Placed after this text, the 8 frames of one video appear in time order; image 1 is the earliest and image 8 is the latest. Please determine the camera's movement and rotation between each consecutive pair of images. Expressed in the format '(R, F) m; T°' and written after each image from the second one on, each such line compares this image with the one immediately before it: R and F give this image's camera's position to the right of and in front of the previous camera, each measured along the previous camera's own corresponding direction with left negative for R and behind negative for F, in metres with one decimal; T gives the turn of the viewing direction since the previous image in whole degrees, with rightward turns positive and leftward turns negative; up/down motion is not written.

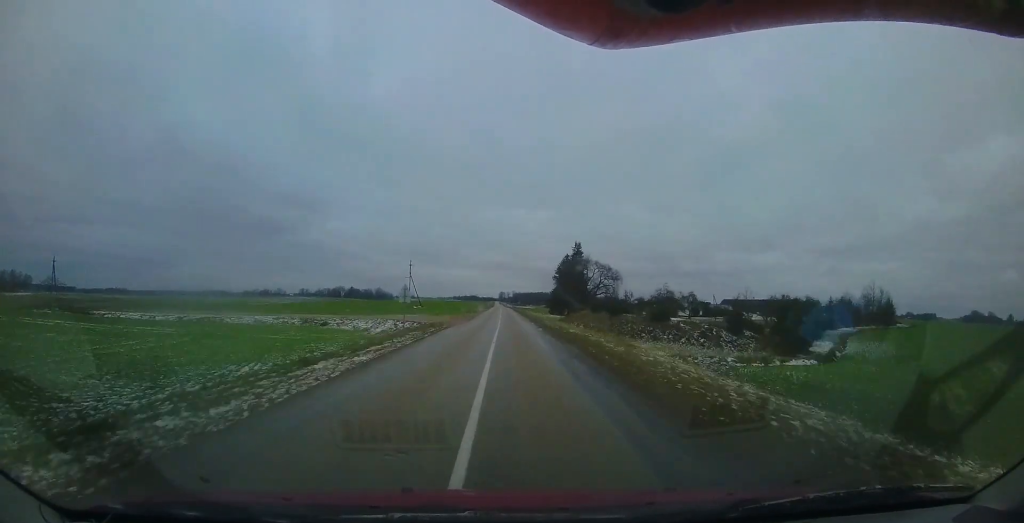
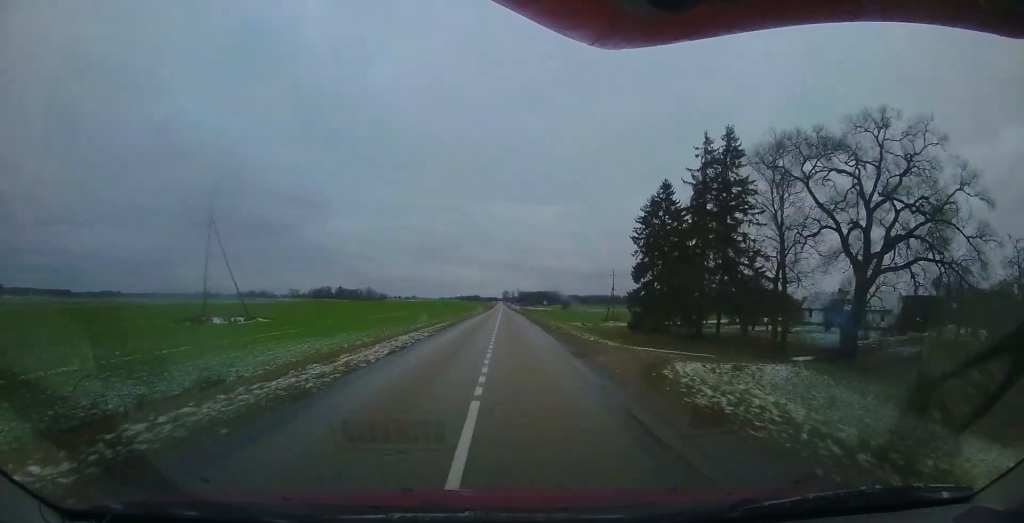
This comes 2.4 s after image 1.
(+0.7, +64.9) m; +1°
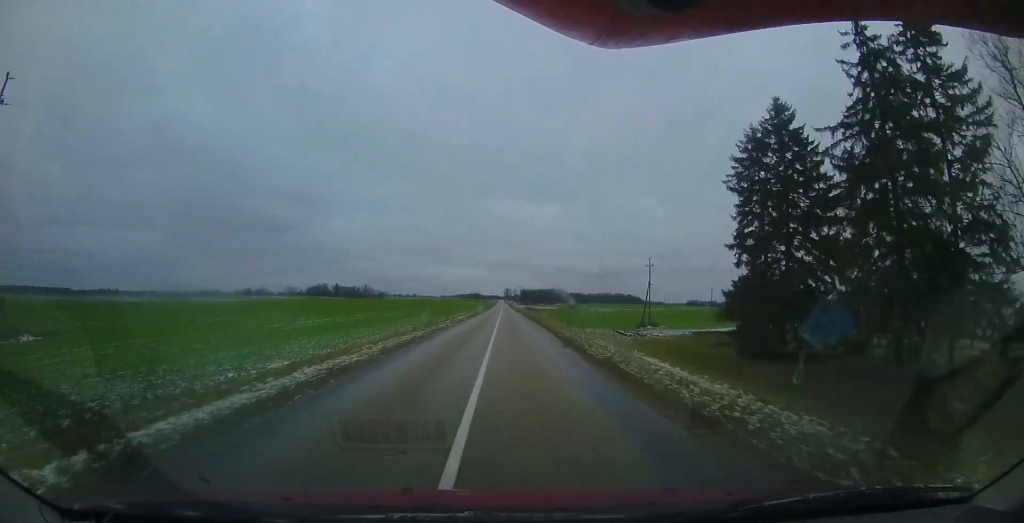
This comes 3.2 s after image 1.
(-0.2, +19.7) m; 0°
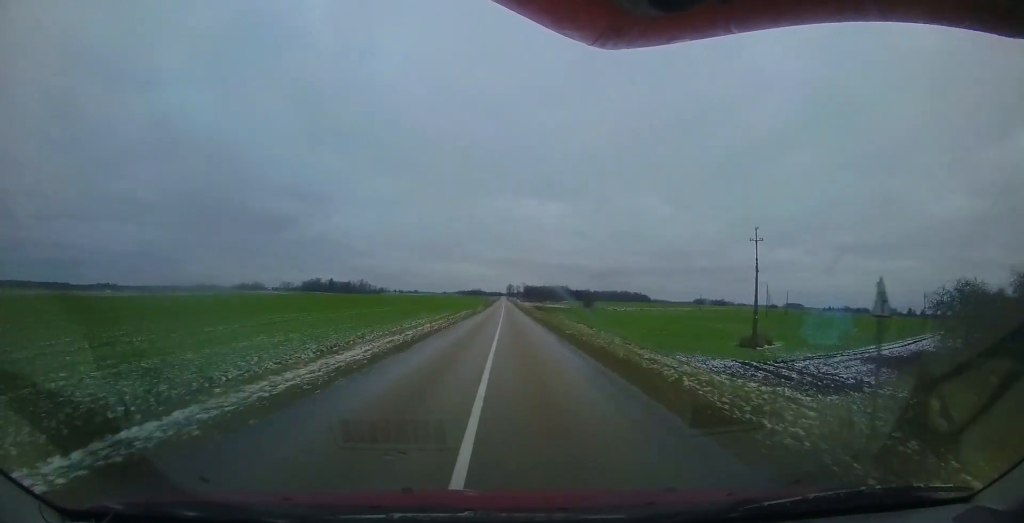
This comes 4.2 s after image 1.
(0.0, +26.8) m; 0°
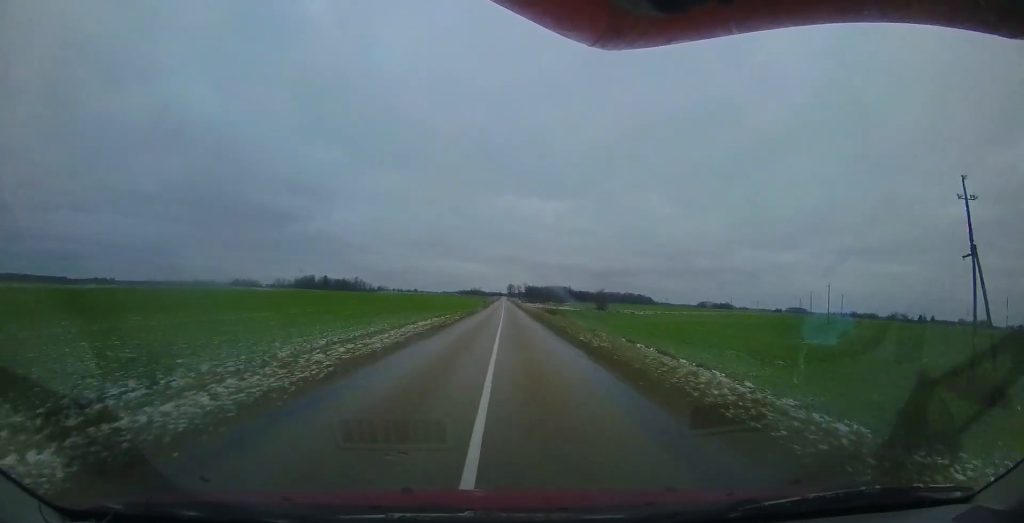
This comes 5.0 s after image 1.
(0.0, +21.5) m; 0°
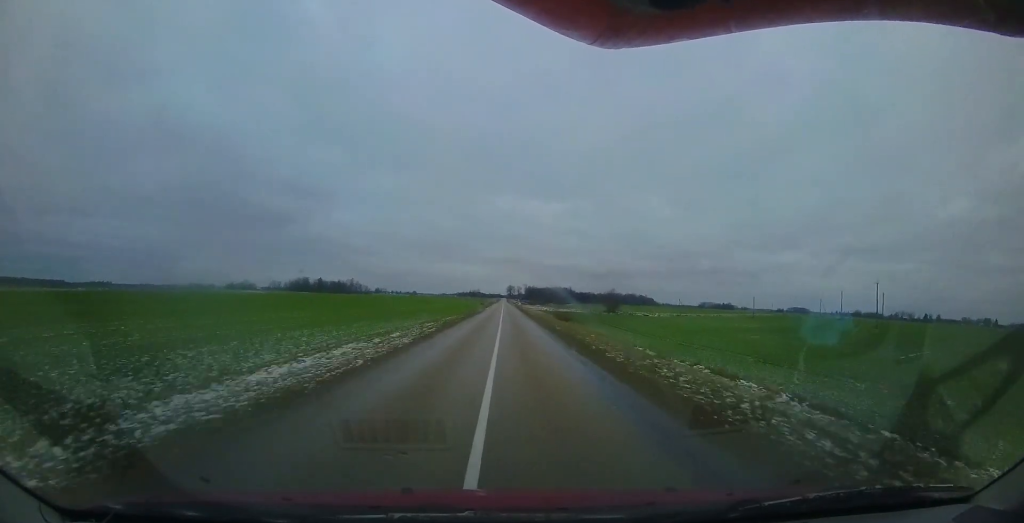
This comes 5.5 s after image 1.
(0.0, +13.5) m; 0°
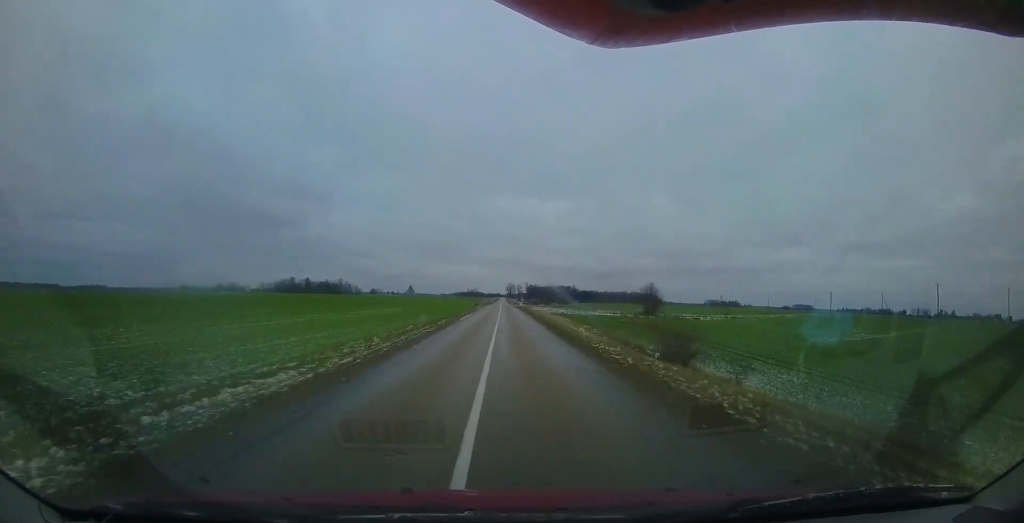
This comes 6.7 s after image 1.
(+0.1, +33.5) m; 0°
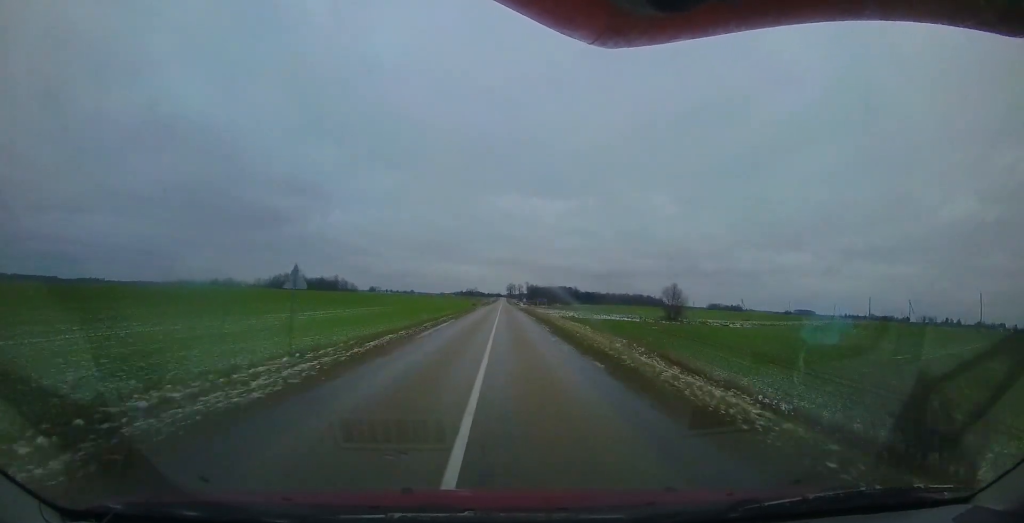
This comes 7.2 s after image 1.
(+0.2, +12.7) m; 0°
